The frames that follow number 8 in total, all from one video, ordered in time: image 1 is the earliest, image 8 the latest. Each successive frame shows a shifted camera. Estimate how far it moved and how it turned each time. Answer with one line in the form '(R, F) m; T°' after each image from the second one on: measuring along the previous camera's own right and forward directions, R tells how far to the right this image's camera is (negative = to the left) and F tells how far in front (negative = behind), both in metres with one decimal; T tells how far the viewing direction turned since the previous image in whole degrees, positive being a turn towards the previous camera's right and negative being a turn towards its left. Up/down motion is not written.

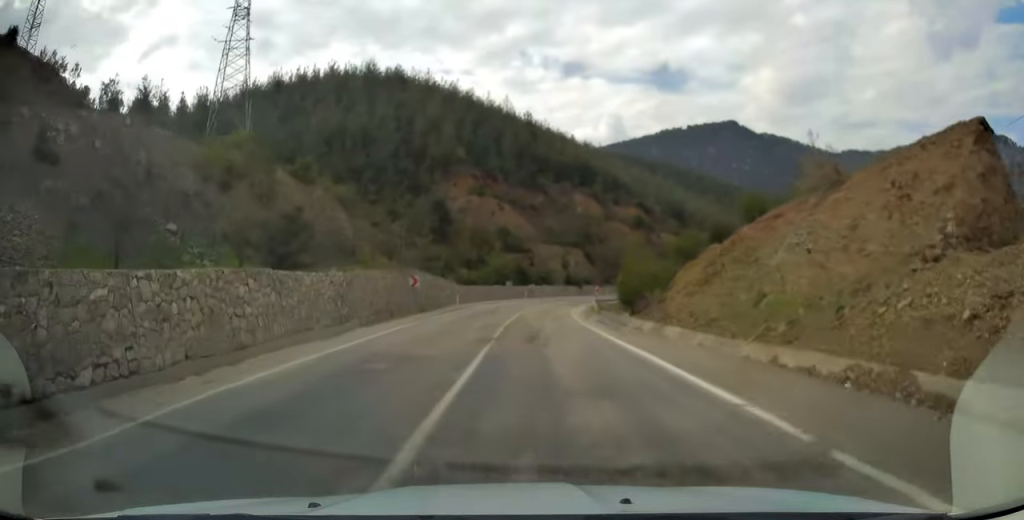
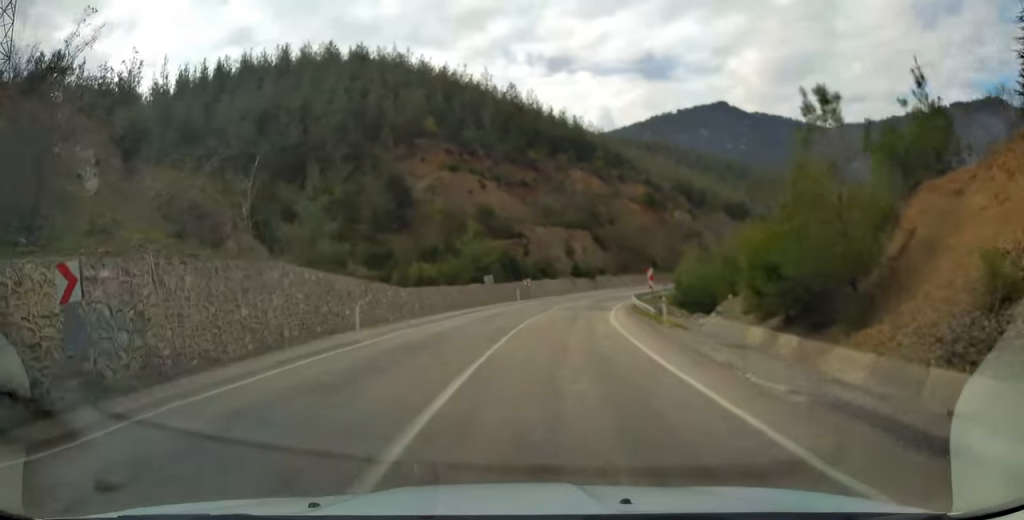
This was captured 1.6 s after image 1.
(-0.4, +26.6) m; 0°
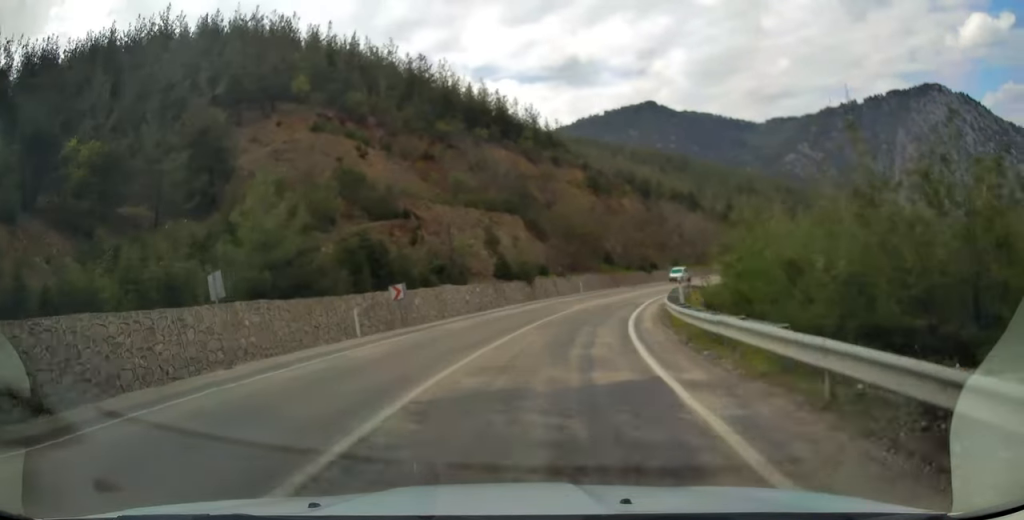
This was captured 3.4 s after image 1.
(+1.7, +30.3) m; +7°
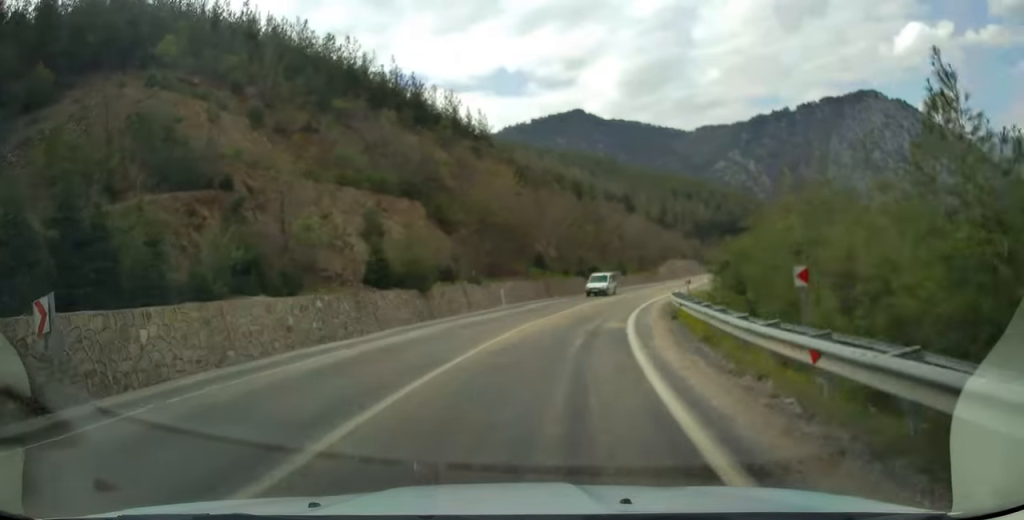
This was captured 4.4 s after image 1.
(+0.8, +17.5) m; +6°
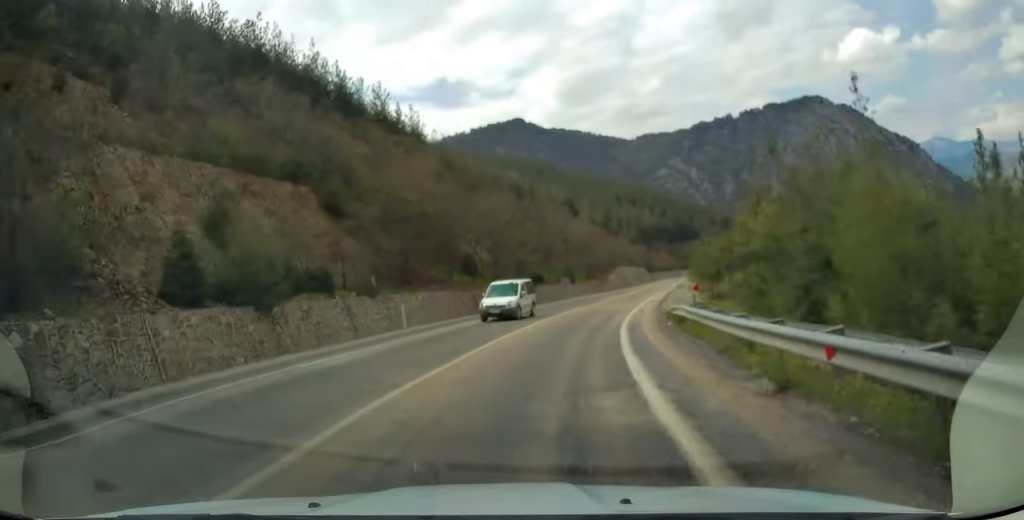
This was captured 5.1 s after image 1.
(+0.6, +12.3) m; +5°
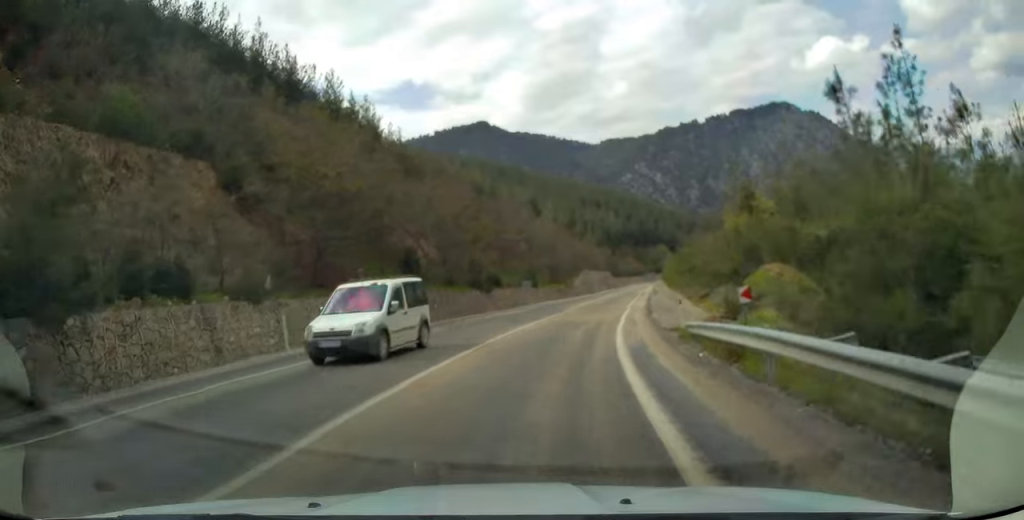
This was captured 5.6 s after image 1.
(+0.1, +8.2) m; +3°
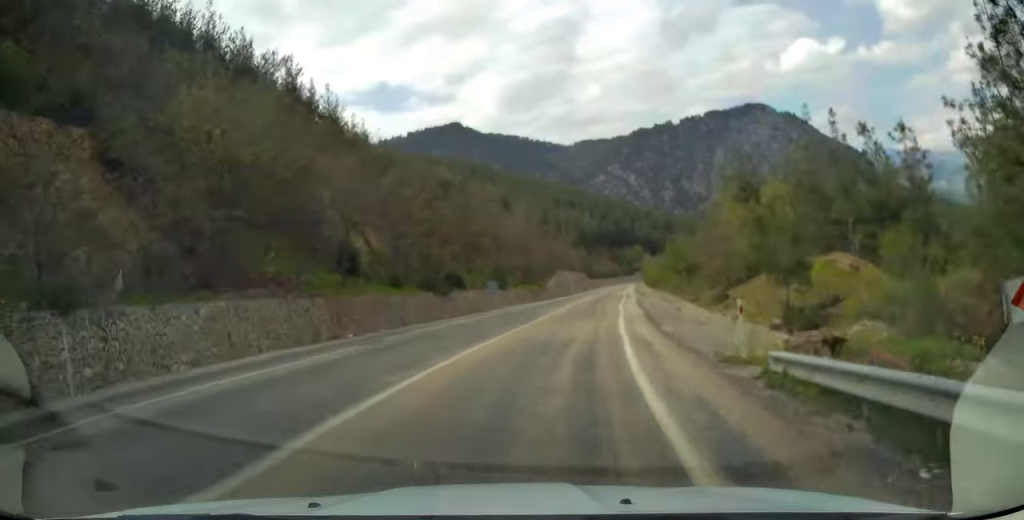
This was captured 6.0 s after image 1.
(+0.3, +7.7) m; +3°
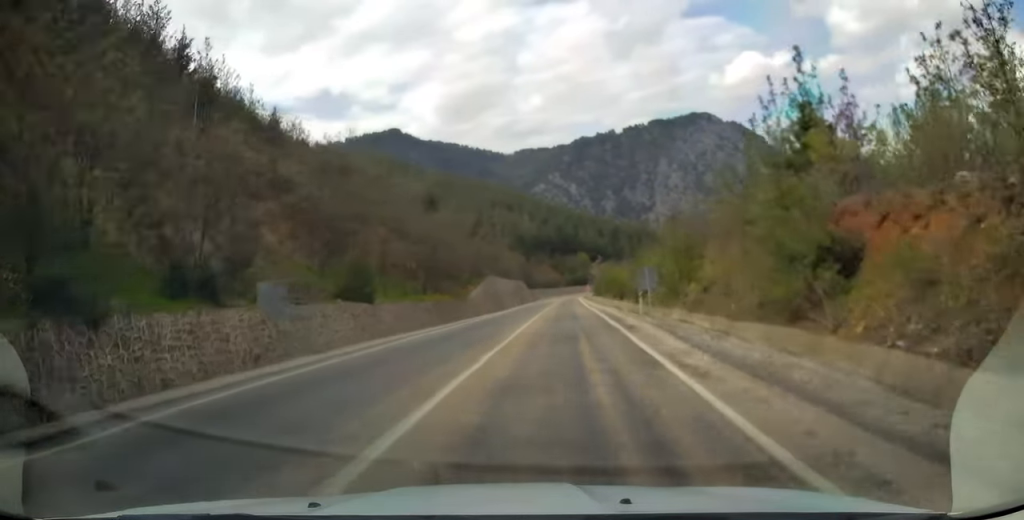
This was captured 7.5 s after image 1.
(+1.8, +26.6) m; +7°
